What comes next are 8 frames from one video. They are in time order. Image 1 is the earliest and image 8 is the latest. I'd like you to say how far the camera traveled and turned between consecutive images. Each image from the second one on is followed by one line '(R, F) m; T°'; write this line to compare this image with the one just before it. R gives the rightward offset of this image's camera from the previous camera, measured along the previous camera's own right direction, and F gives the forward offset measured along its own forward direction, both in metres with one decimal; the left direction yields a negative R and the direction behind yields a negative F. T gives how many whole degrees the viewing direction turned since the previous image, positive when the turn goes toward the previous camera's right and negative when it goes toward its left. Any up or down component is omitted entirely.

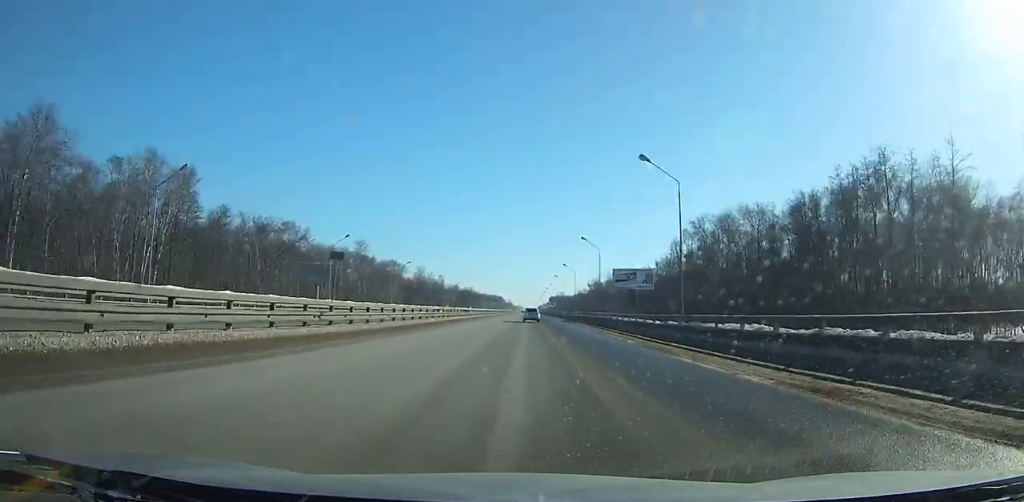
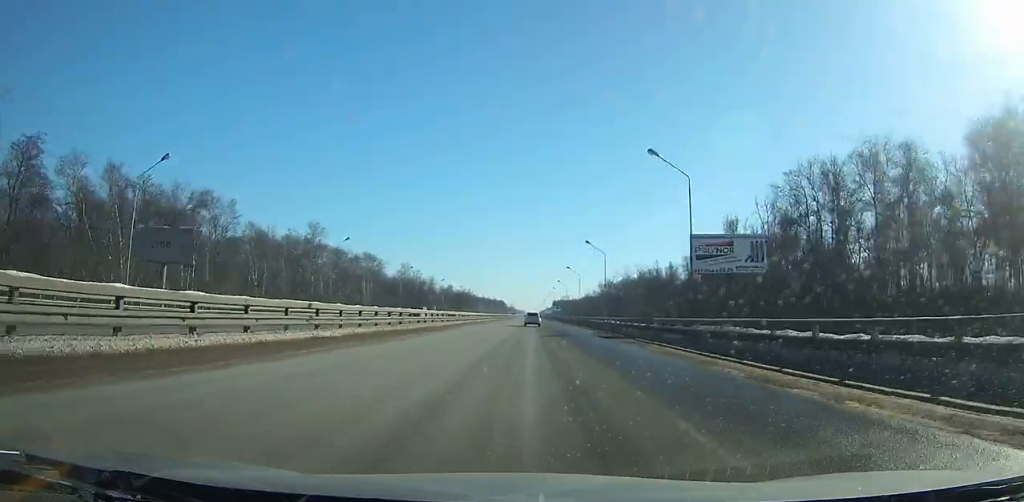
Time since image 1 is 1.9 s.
(+0.2, +41.7) m; 0°
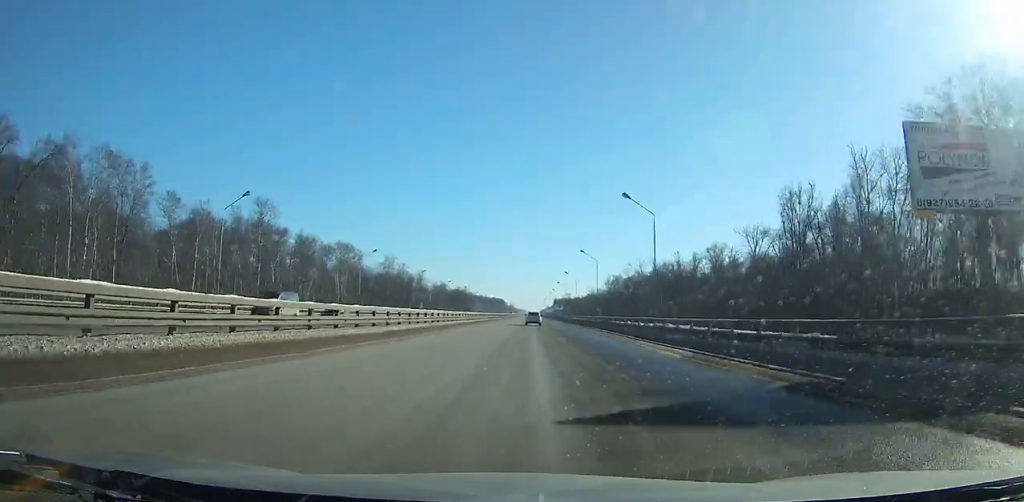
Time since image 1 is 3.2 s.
(0.0, +28.6) m; 0°
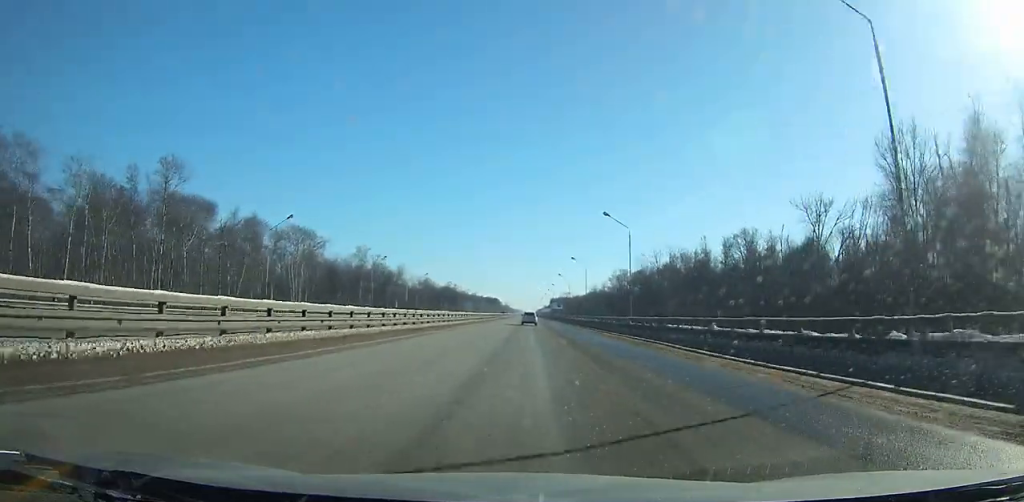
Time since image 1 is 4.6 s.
(0.0, +30.7) m; 0°
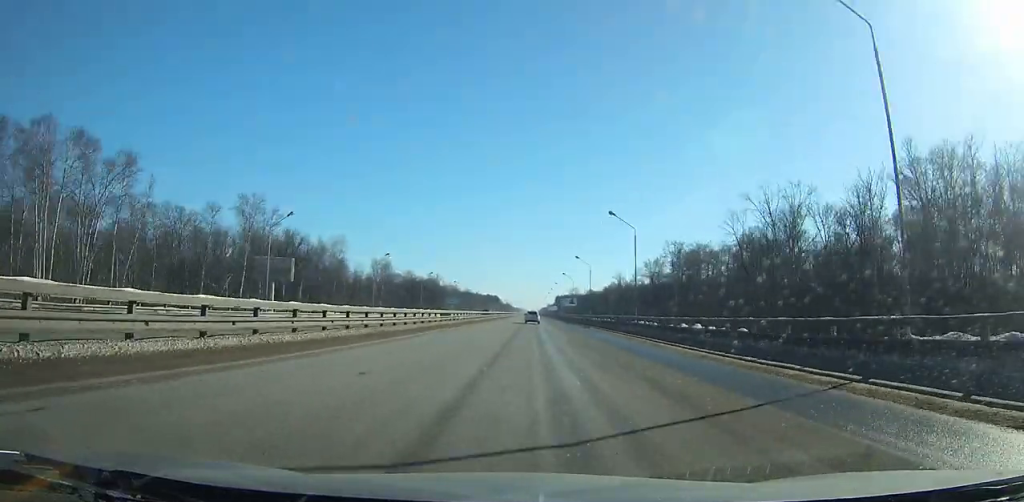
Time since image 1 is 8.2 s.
(-0.2, +79.9) m; 0°
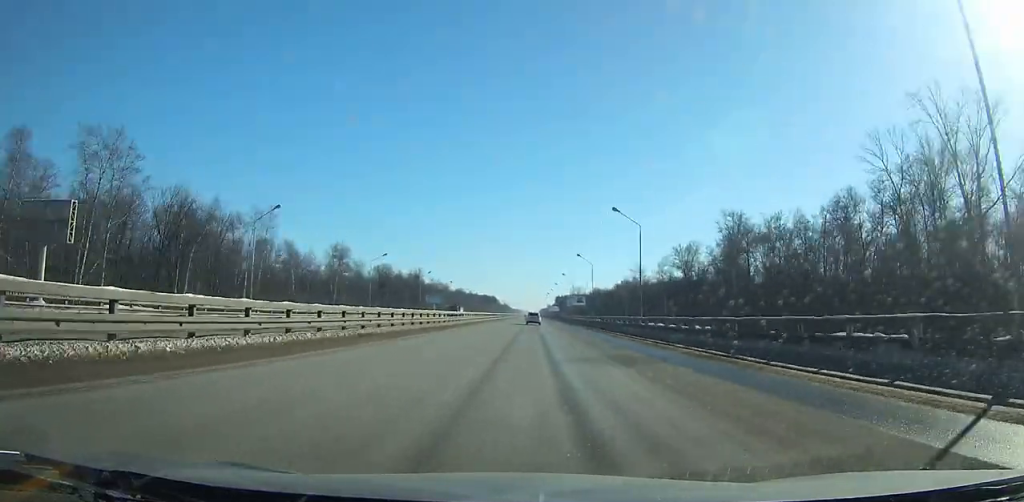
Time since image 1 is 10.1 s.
(0.0, +42.8) m; 0°
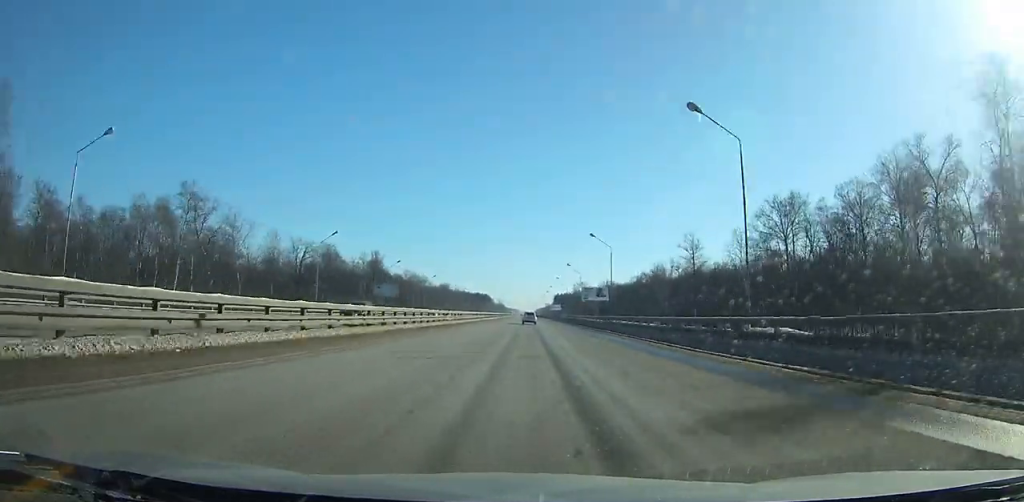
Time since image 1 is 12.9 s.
(+0.1, +64.0) m; 0°
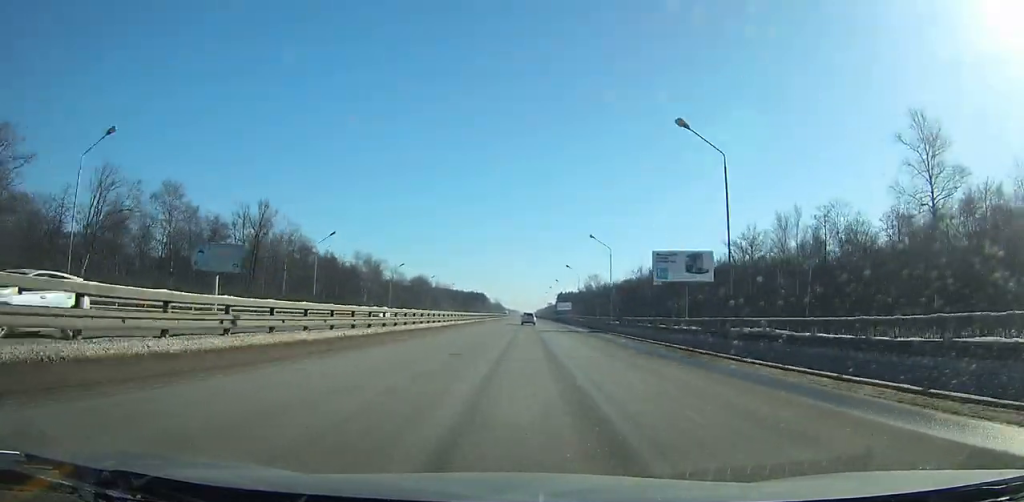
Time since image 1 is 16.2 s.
(-0.1, +76.9) m; 0°
